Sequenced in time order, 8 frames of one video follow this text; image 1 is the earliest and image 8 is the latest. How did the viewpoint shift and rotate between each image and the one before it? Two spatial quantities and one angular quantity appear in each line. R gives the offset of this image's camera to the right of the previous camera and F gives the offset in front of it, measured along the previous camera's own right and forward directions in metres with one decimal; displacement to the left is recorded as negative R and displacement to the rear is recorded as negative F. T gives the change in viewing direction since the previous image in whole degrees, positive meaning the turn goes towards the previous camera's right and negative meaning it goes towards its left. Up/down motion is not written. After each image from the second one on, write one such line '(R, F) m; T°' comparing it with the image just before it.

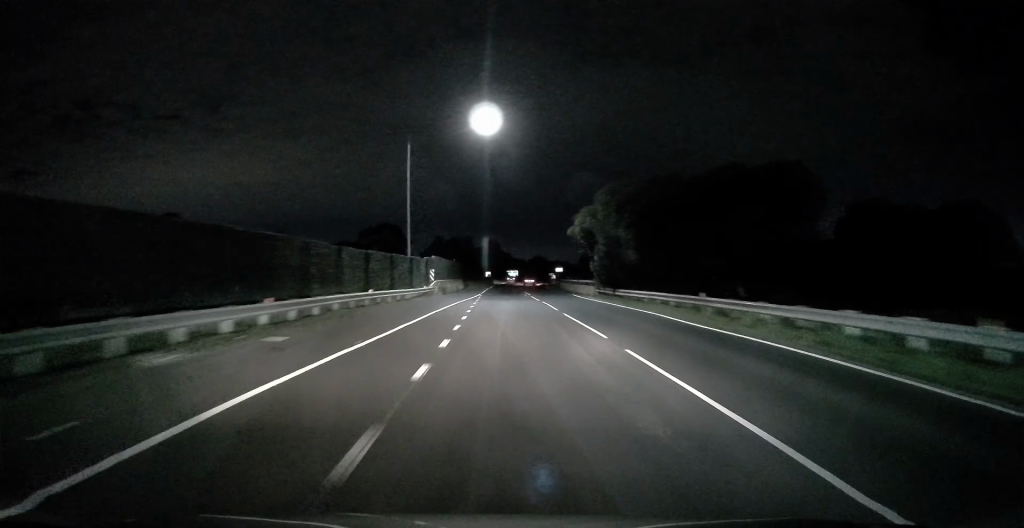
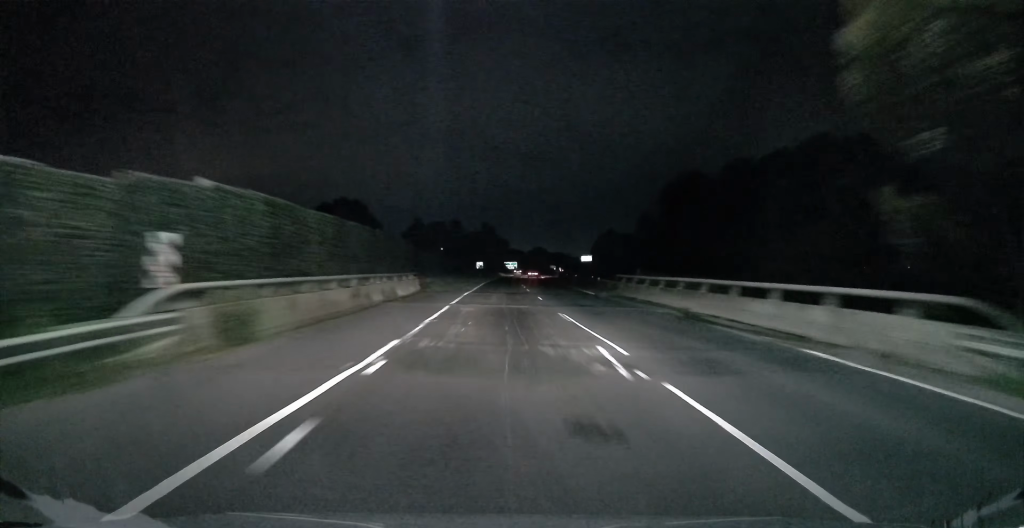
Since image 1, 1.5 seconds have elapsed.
(+0.8, +39.9) m; +2°
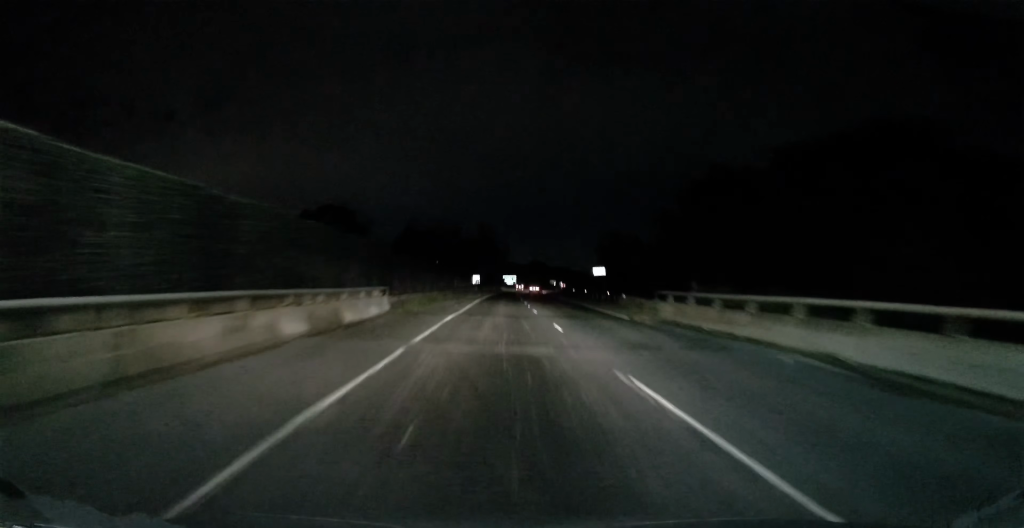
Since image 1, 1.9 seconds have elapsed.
(0.0, +10.4) m; -1°
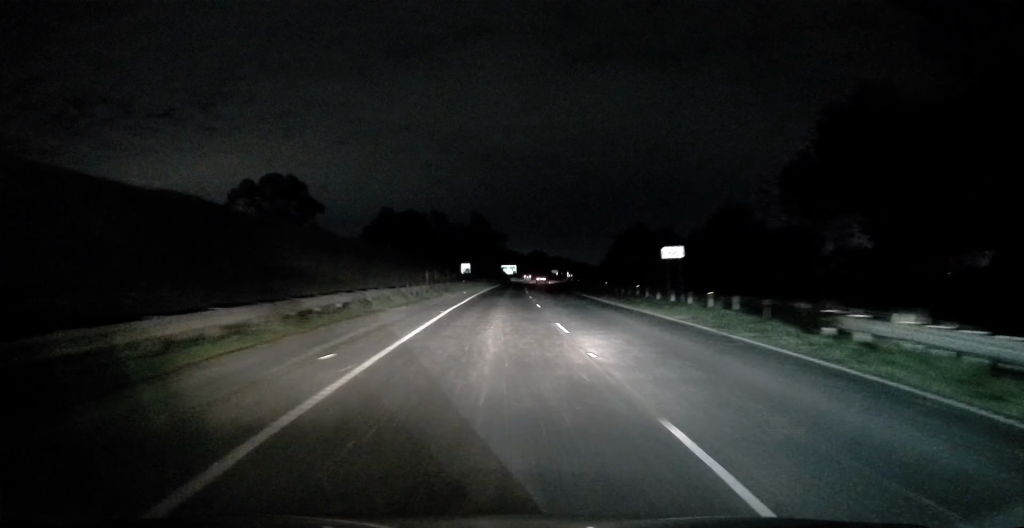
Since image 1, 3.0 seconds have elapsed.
(-0.5, +27.6) m; -2°
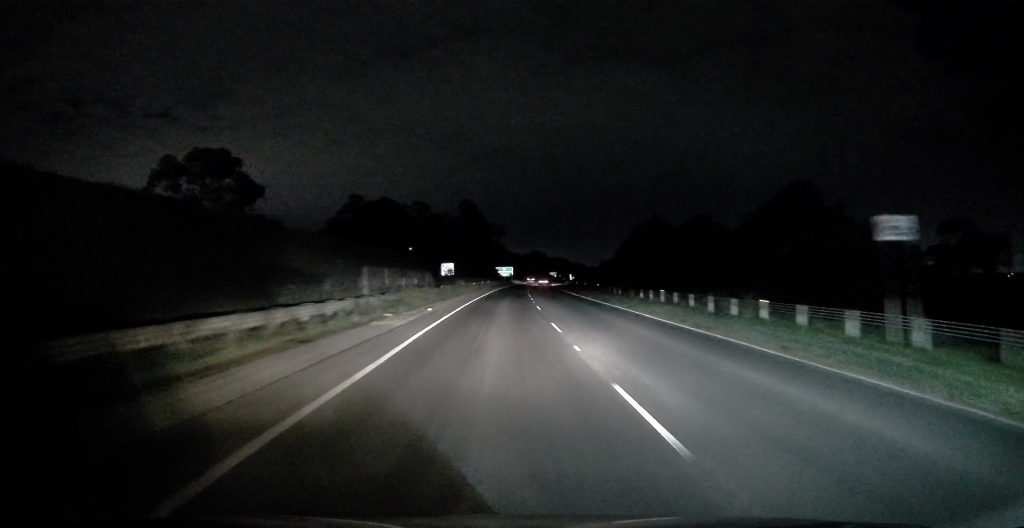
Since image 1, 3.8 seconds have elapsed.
(-0.4, +21.6) m; -1°
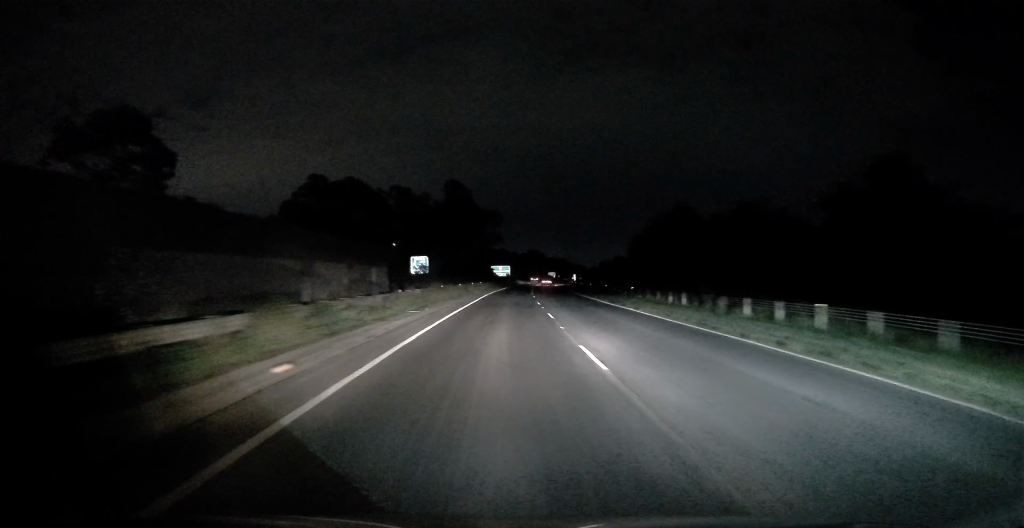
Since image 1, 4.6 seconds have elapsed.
(0.0, +19.1) m; 0°
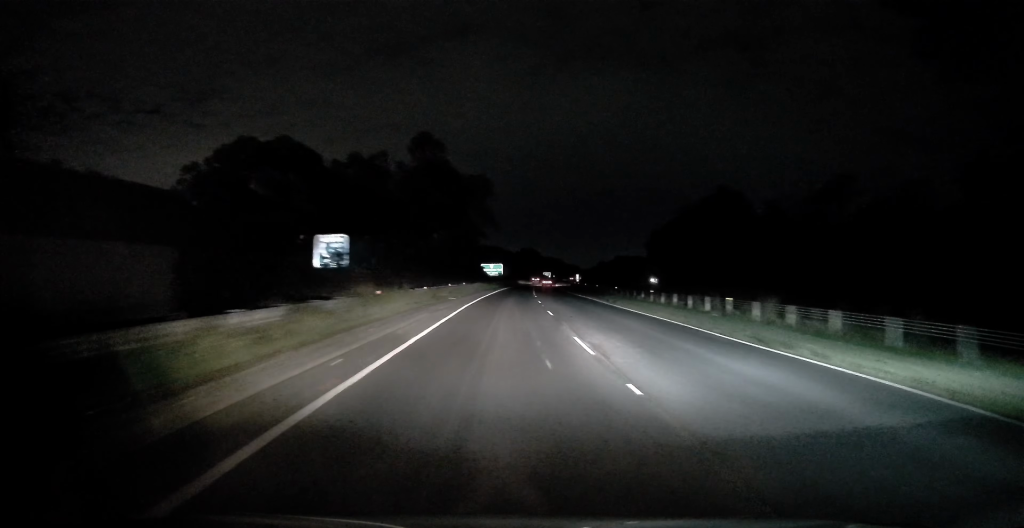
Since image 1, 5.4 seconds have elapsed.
(0.0, +21.6) m; 0°
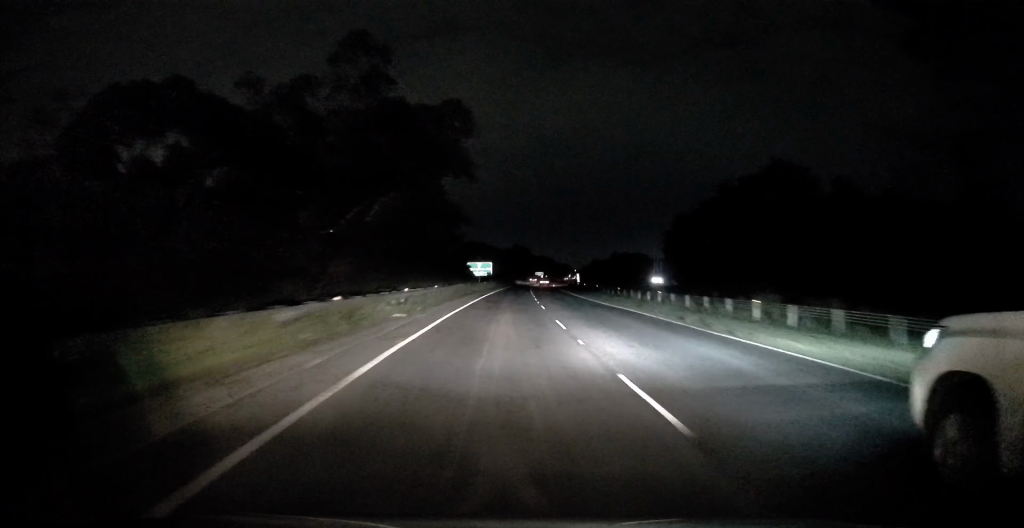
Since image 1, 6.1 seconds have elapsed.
(0.0, +18.3) m; 0°
